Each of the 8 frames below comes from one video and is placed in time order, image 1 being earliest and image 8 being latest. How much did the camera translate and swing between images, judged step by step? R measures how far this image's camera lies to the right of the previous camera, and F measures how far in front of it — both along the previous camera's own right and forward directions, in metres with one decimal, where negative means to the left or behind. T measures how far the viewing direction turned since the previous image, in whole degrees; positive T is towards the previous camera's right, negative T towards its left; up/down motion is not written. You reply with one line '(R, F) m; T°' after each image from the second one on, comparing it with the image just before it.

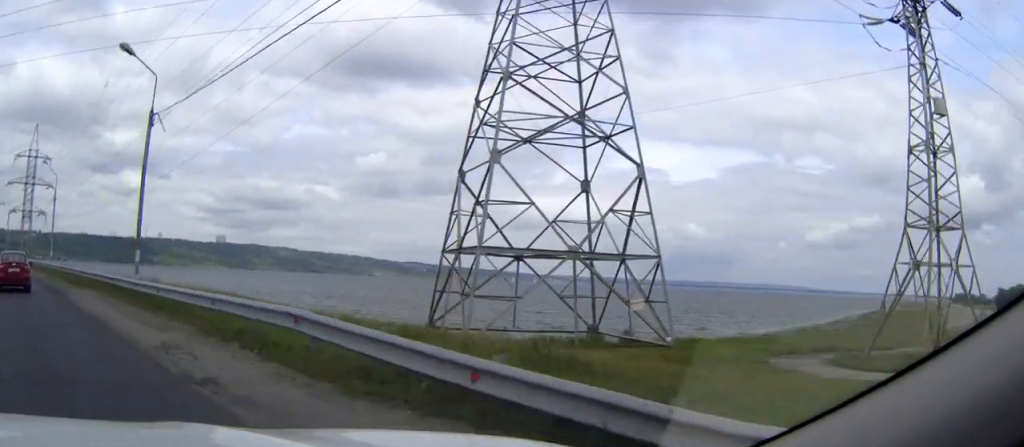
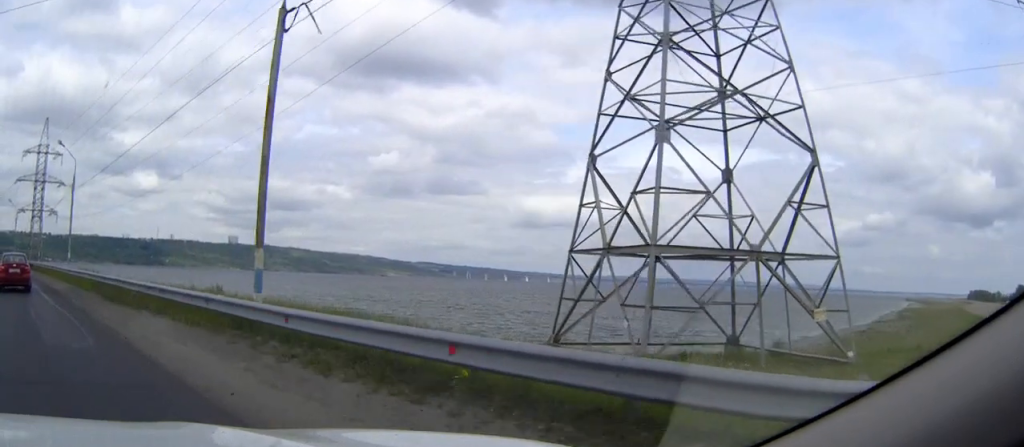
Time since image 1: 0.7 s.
(-0.1, +11.2) m; -1°
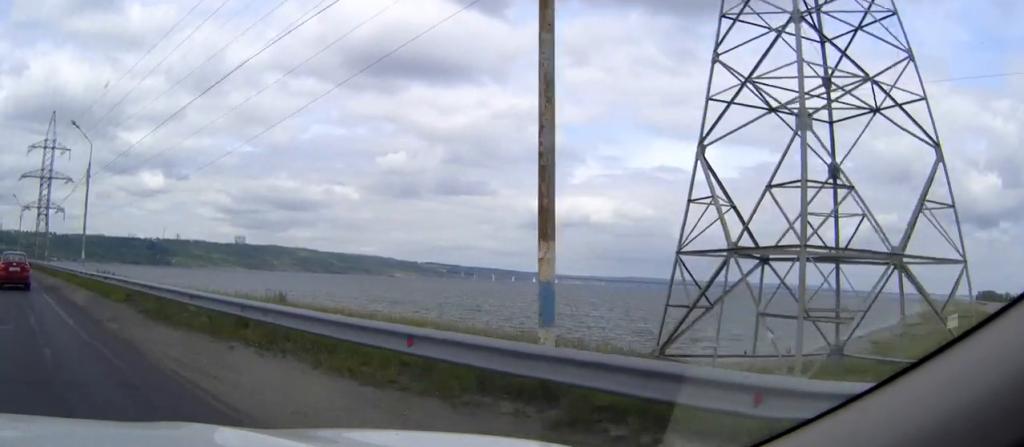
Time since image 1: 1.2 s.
(0.0, +7.2) m; -1°
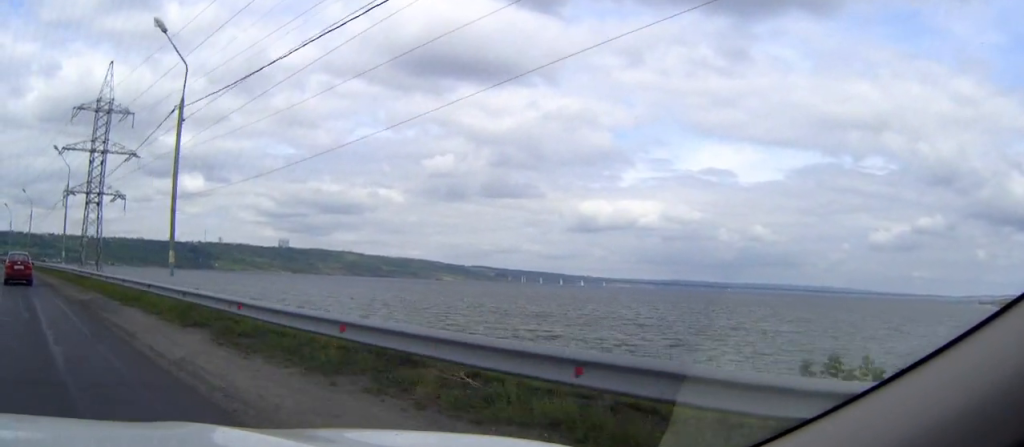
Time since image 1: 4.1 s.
(-0.9, +46.2) m; -3°
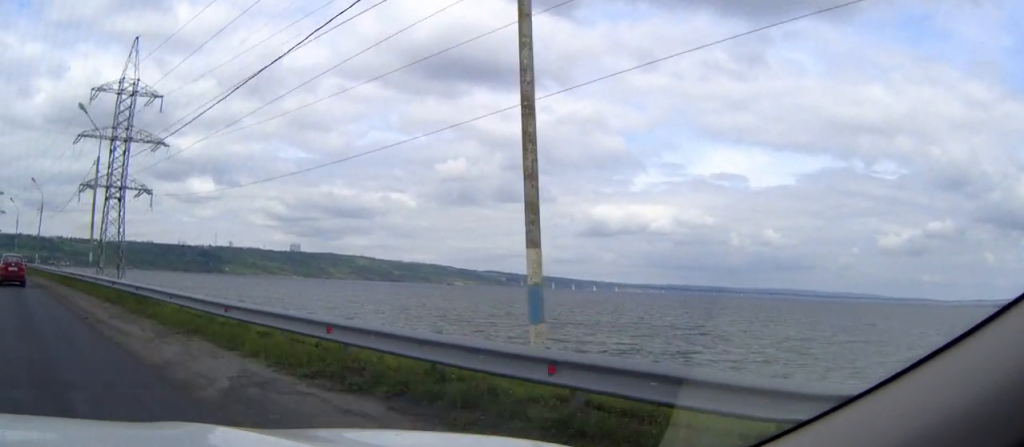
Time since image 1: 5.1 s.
(-0.1, +15.5) m; -1°
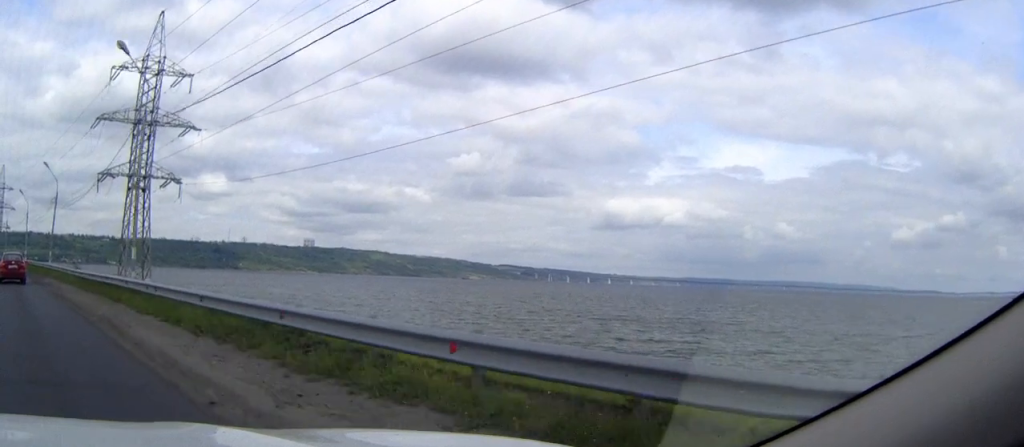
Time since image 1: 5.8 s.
(-0.2, +10.7) m; -1°
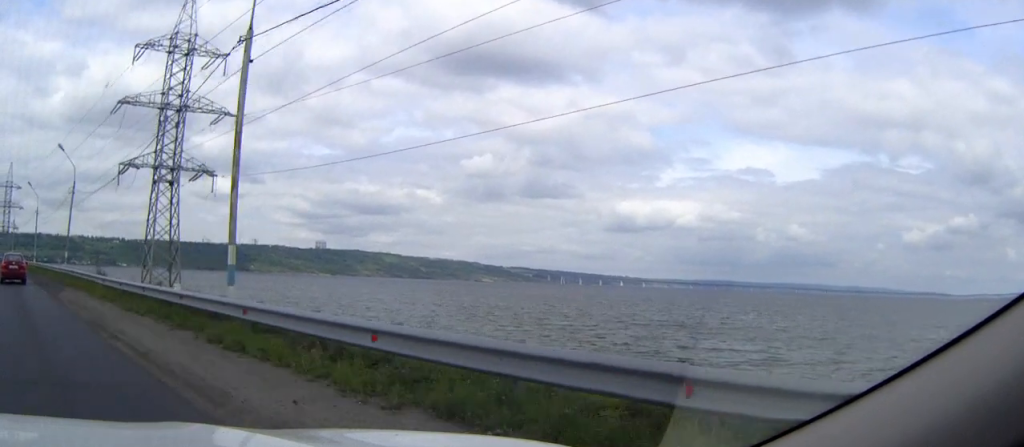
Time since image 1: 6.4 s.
(-0.1, +10.7) m; -1°
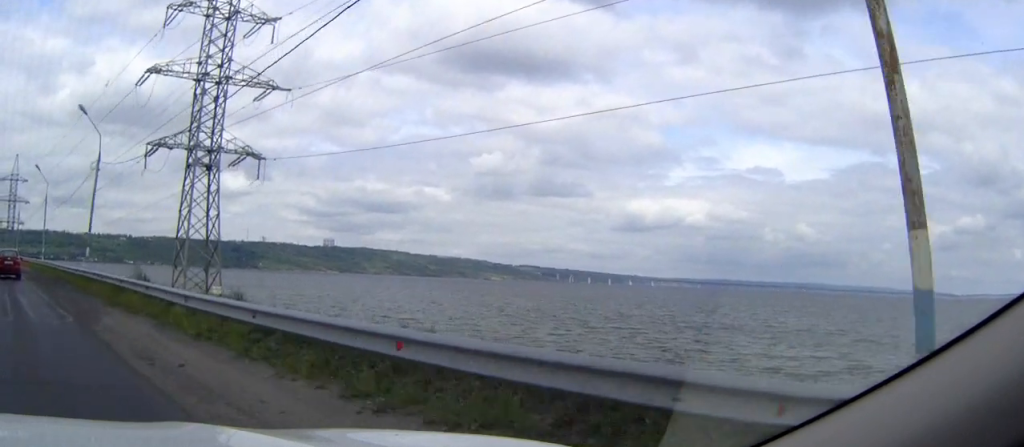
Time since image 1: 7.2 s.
(-0.1, +12.9) m; -1°
